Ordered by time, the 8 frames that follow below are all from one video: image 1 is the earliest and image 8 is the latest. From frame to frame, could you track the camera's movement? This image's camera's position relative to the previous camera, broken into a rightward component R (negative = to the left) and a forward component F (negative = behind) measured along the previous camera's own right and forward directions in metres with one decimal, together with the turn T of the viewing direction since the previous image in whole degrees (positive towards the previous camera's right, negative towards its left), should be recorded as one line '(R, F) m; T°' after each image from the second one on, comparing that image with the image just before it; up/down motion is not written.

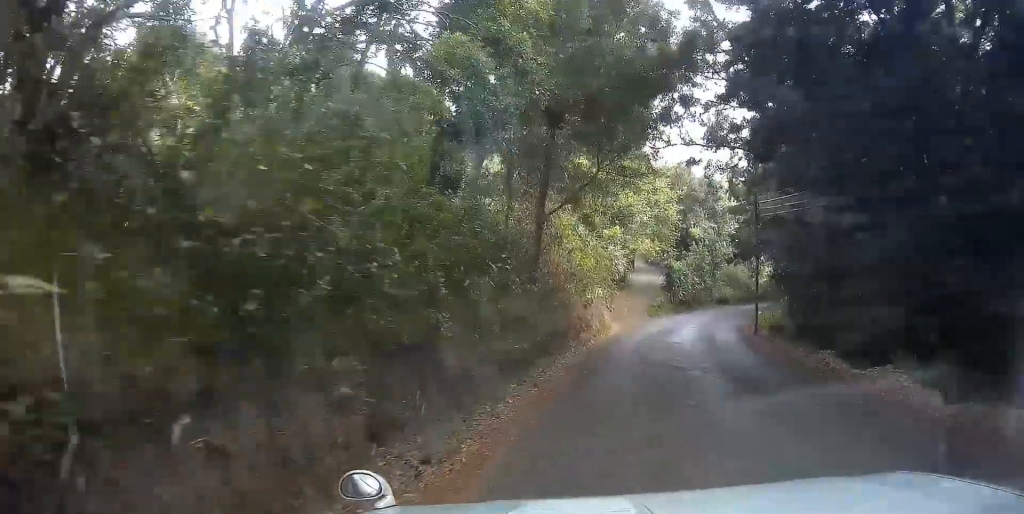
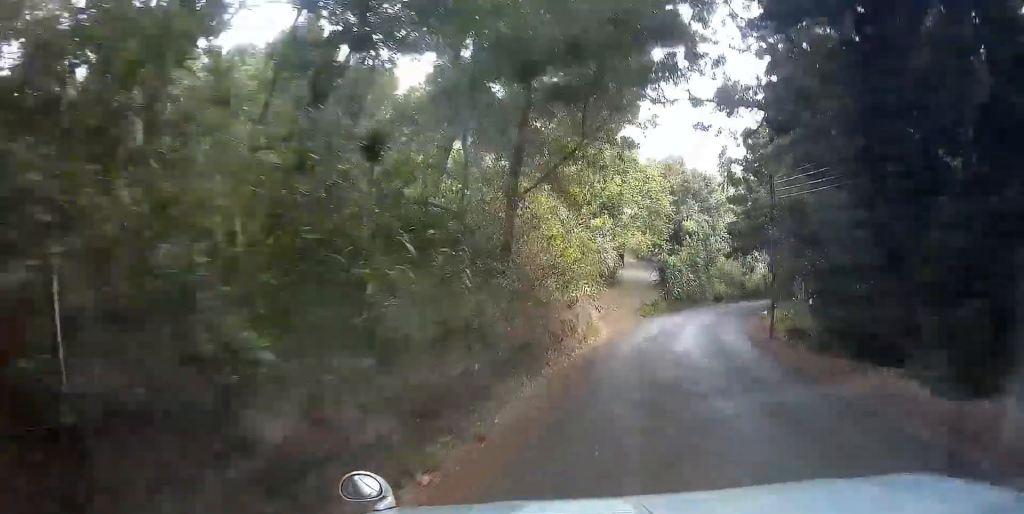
(0.0, +3.7) m; +2°
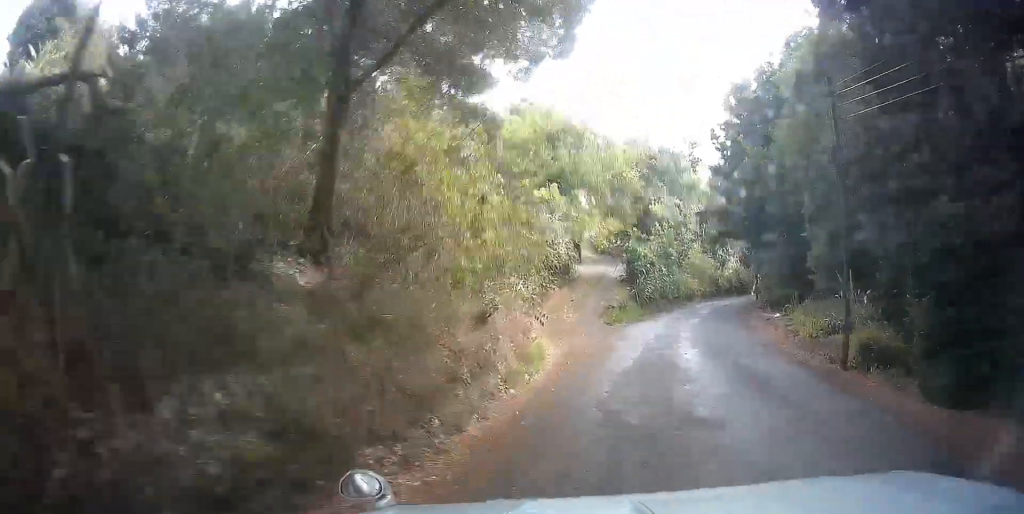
(+0.4, +8.6) m; +5°
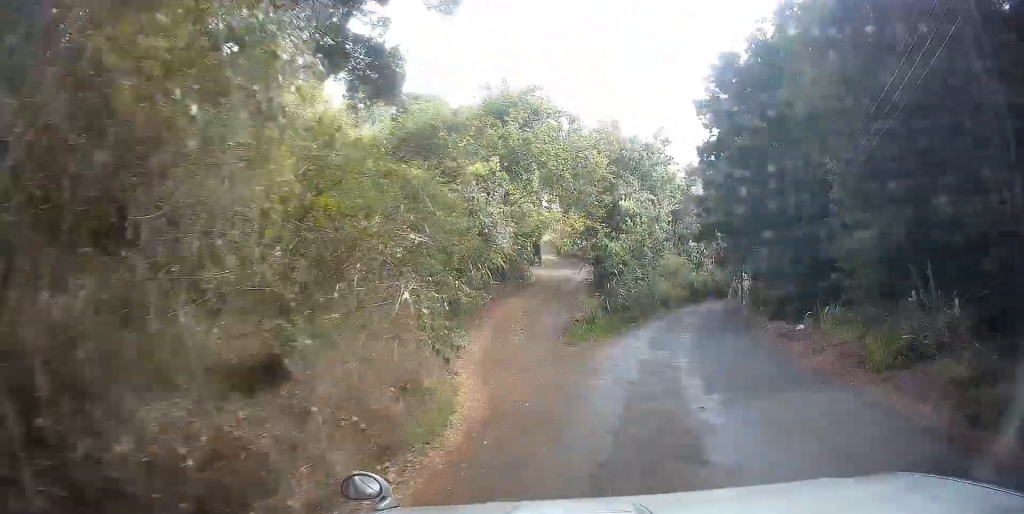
(+0.2, +5.9) m; +3°
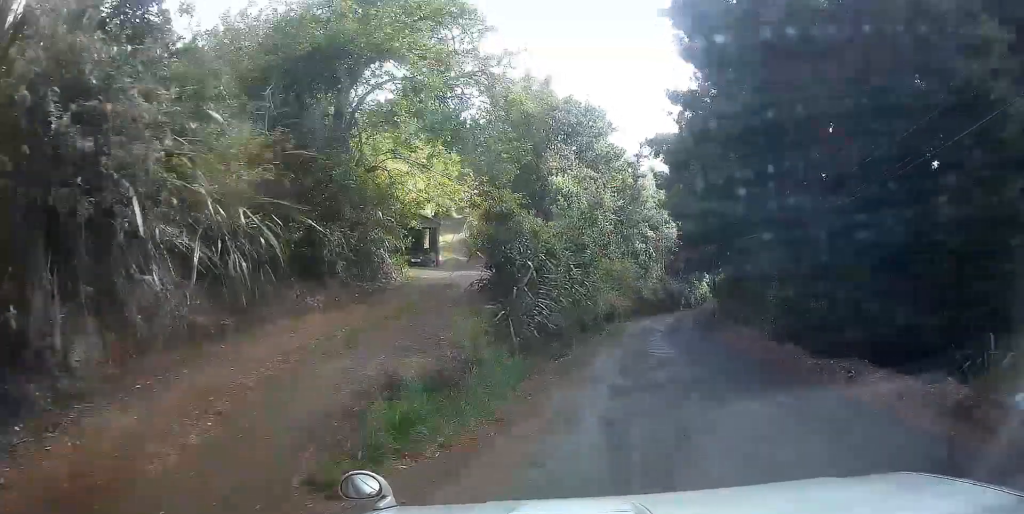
(+0.7, +11.8) m; +7°
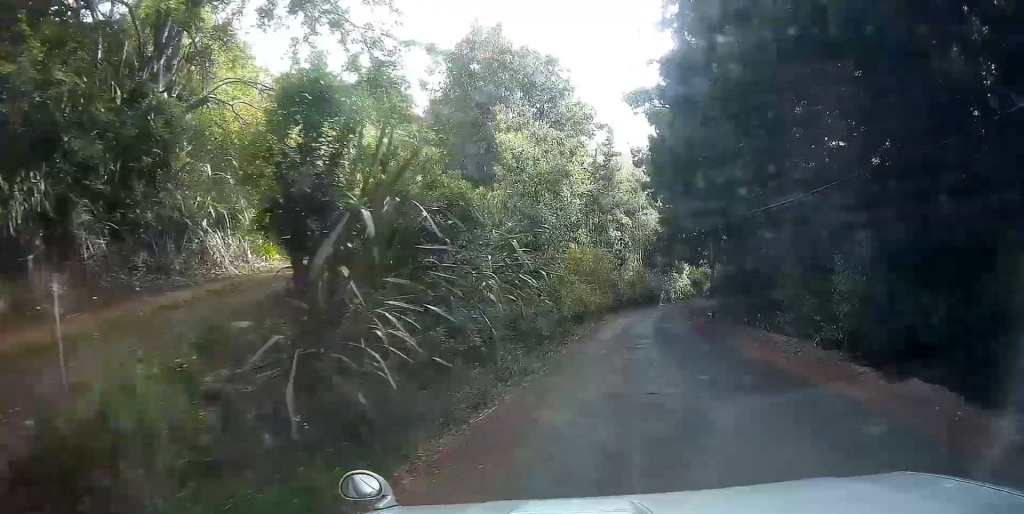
(+0.2, +7.5) m; +4°
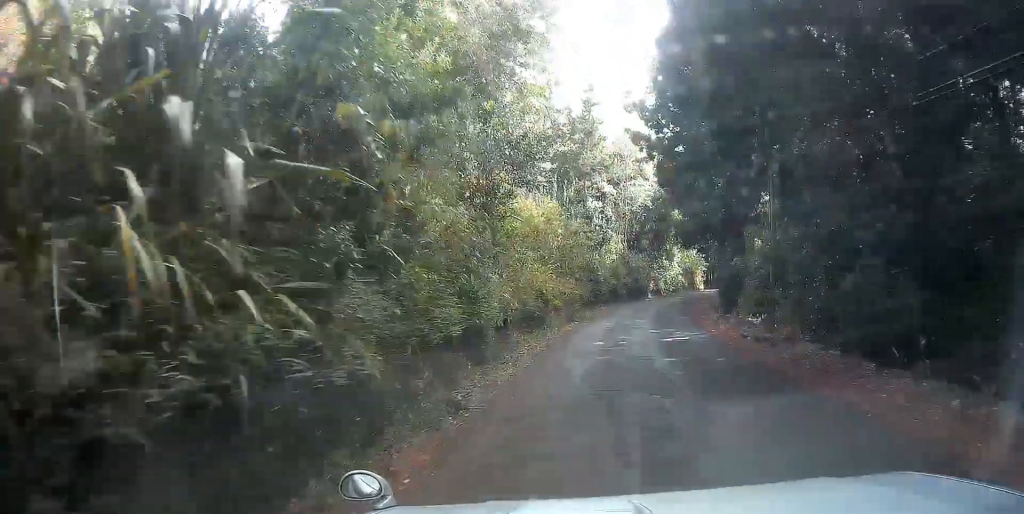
(+0.5, +13.3) m; +3°
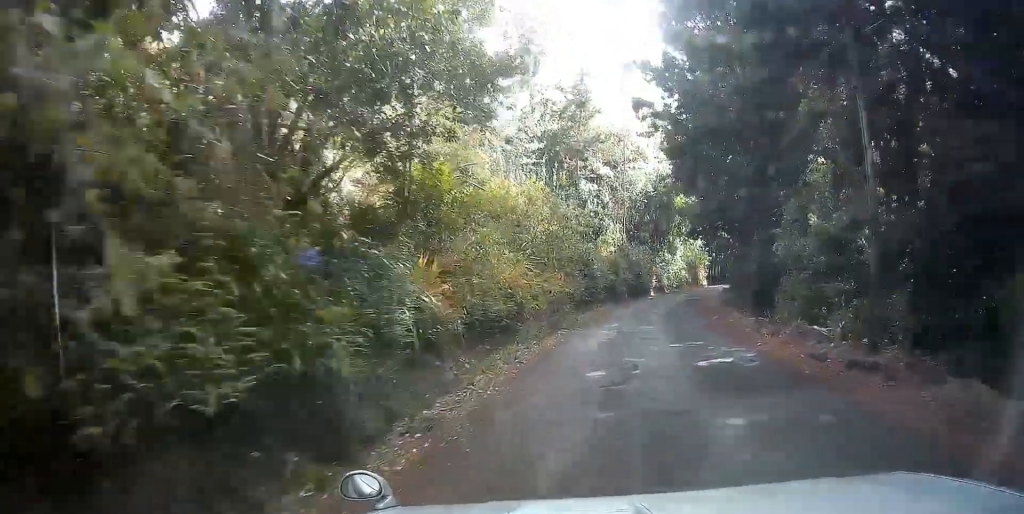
(0.0, +6.4) m; +1°
